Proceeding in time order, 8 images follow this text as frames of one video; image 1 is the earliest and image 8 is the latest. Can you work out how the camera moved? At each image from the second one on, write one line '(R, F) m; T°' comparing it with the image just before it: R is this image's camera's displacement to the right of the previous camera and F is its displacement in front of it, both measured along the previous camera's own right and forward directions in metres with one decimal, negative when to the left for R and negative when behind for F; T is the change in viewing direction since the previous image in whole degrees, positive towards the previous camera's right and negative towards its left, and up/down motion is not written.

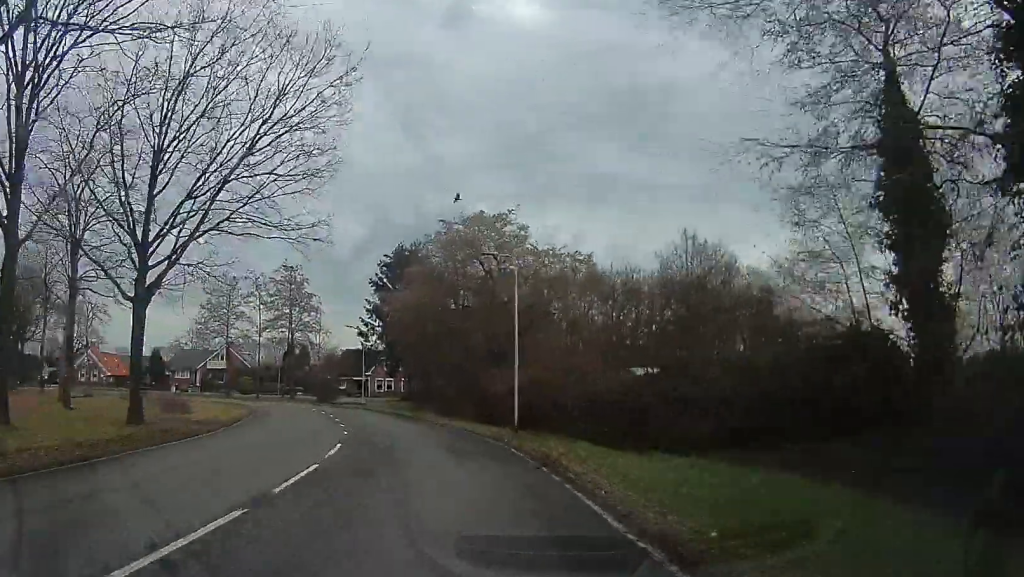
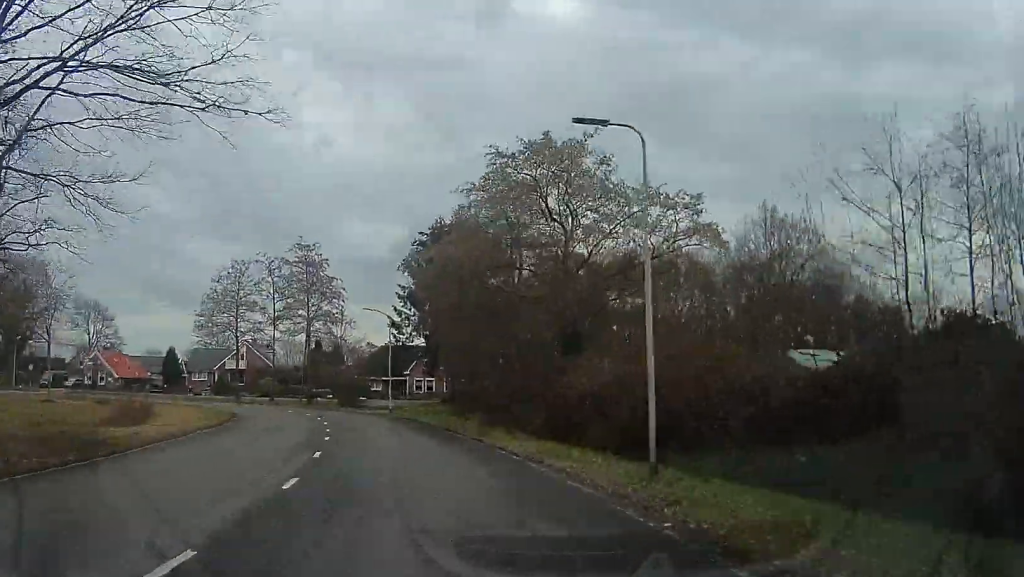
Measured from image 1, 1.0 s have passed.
(-0.2, +10.6) m; -3°
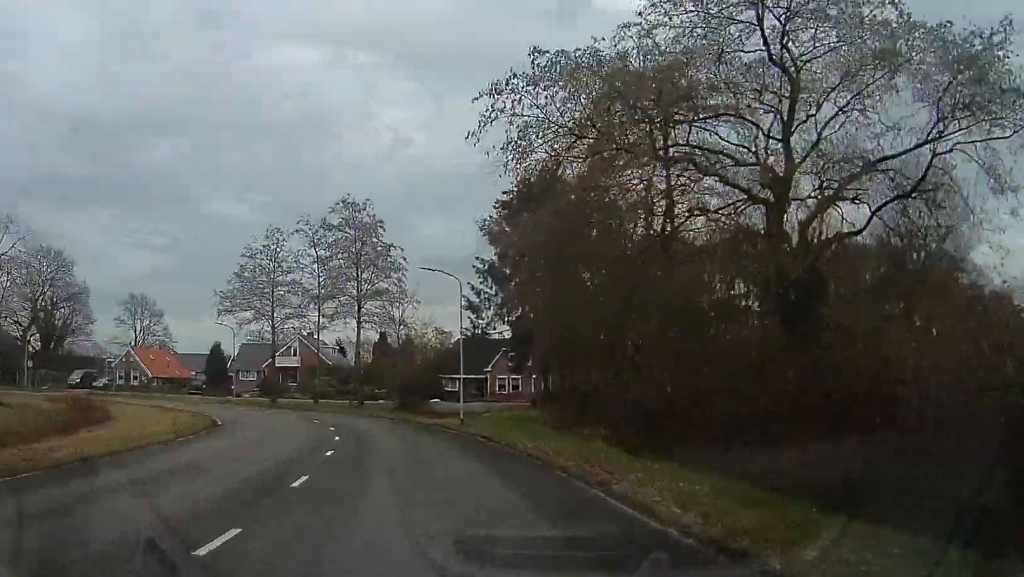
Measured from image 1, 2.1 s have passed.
(-0.4, +12.4) m; -14°
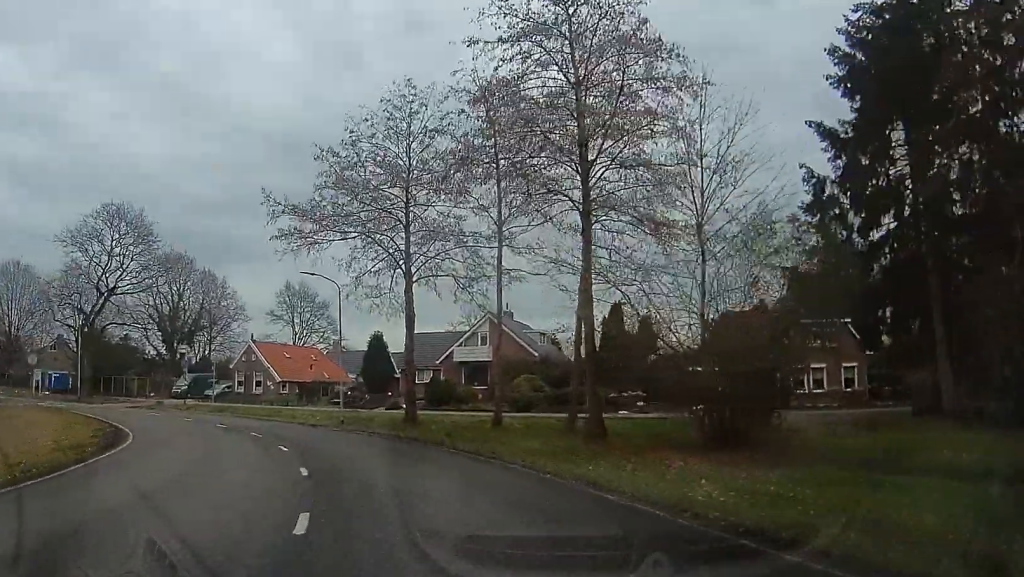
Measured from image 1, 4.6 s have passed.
(-8.7, +22.5) m; -27°
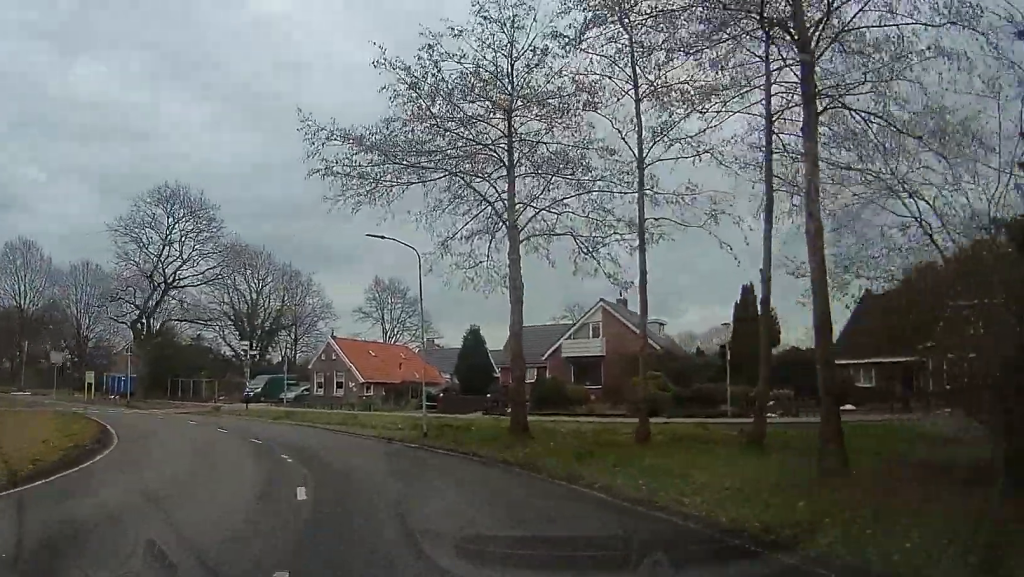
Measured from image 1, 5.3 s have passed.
(0.0, +6.8) m; 0°
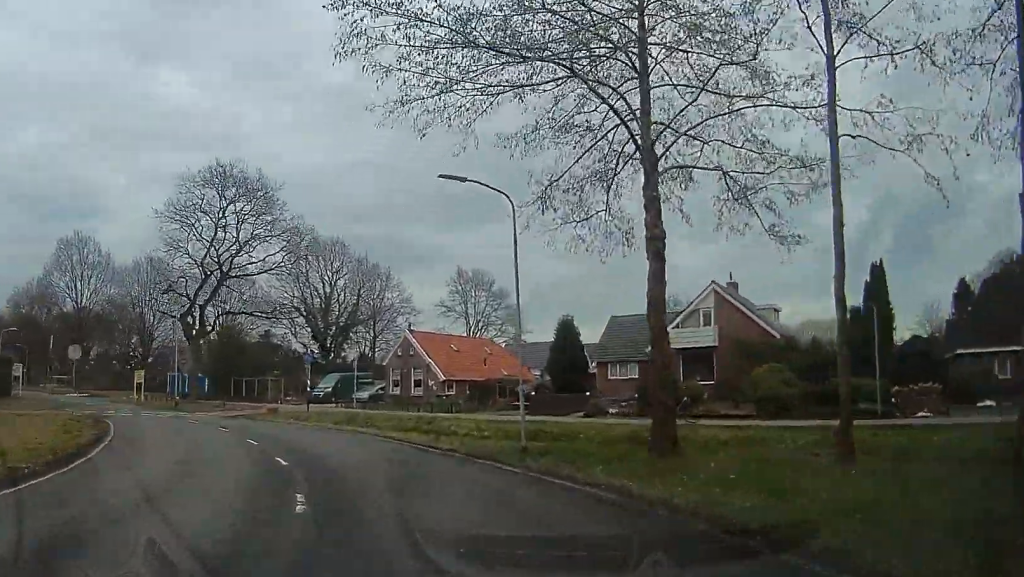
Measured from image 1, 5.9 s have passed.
(0.0, +5.5) m; 0°
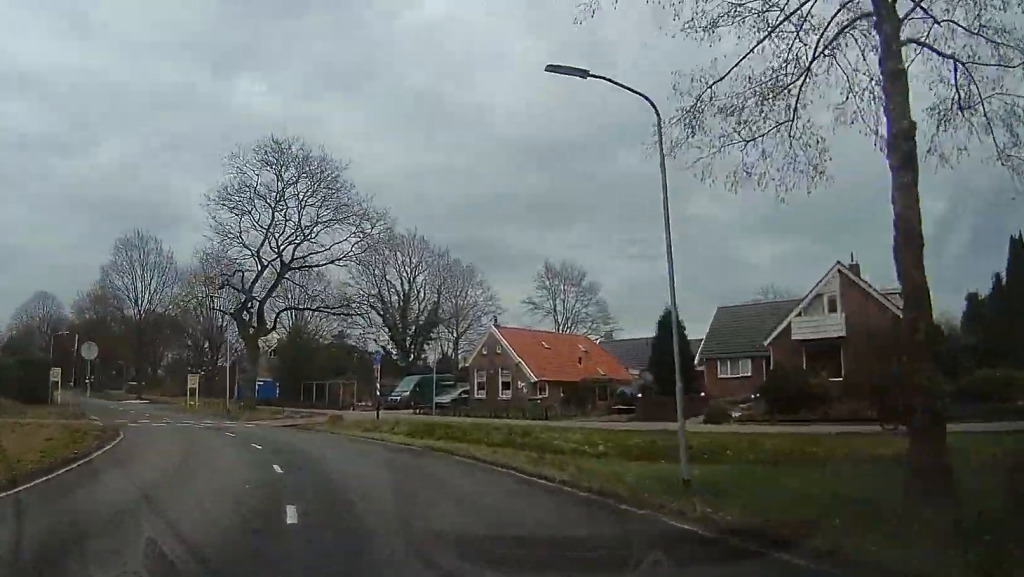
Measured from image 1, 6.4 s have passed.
(0.0, +5.1) m; 0°
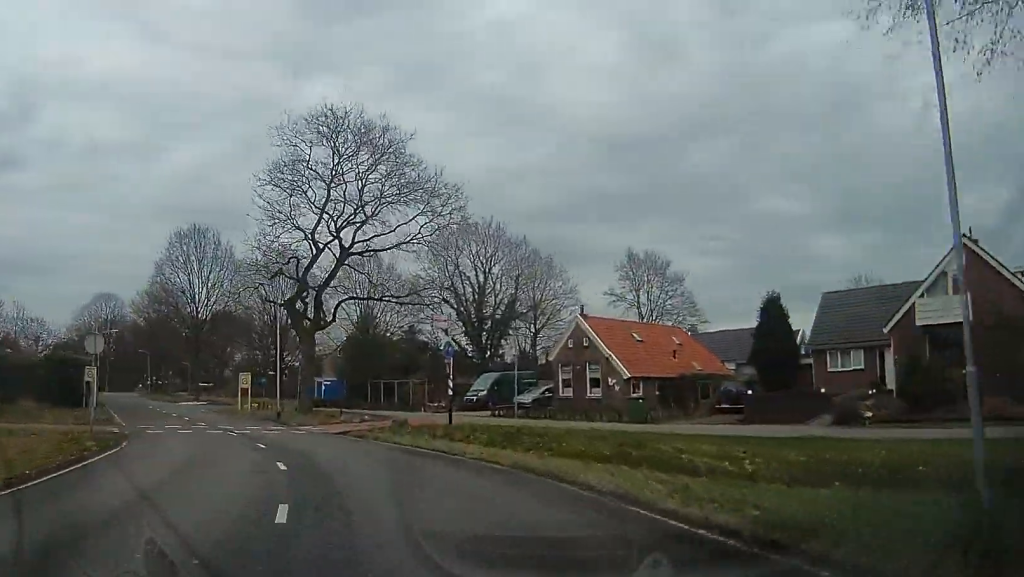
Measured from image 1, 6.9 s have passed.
(0.0, +4.4) m; 0°
